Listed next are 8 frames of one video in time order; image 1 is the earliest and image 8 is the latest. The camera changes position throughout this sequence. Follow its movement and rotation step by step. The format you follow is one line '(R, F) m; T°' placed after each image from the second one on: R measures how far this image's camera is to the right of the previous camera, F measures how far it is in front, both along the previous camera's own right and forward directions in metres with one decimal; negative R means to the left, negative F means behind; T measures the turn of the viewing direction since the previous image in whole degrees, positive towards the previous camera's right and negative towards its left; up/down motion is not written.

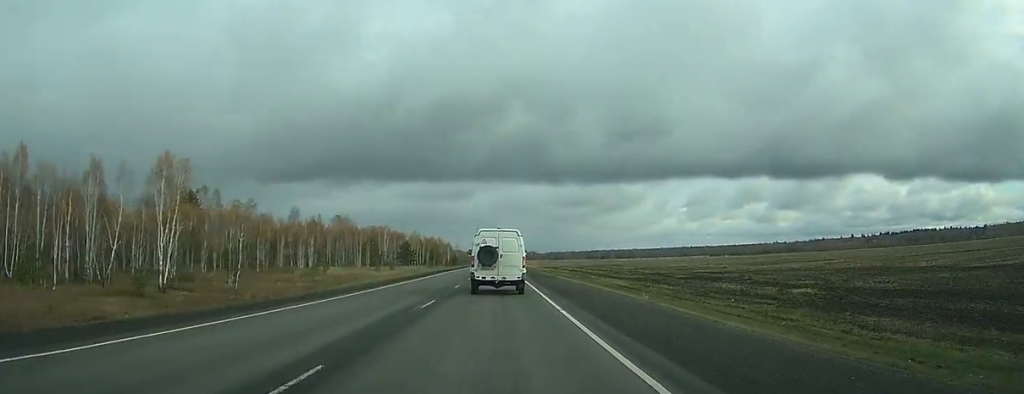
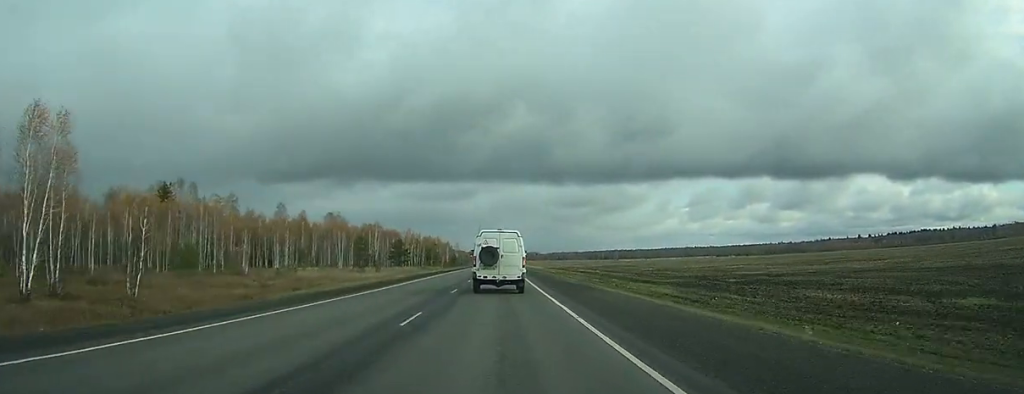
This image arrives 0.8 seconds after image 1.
(0.0, +17.1) m; 0°
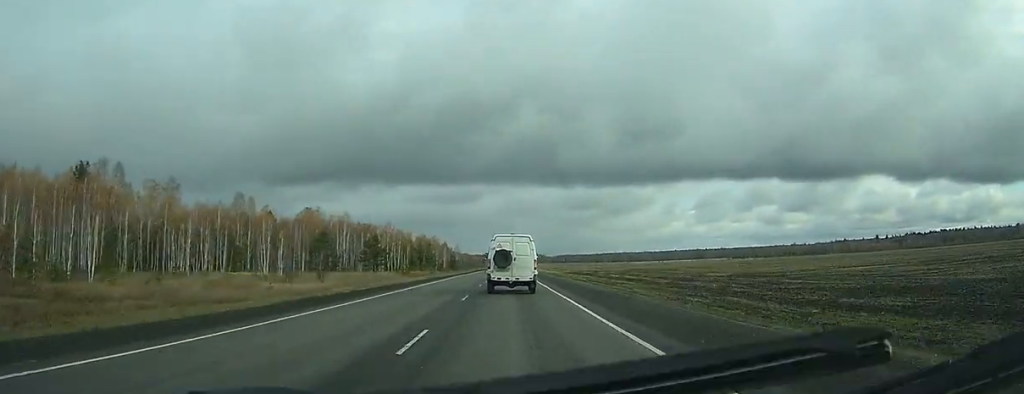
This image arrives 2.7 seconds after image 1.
(-0.3, +39.6) m; 0°
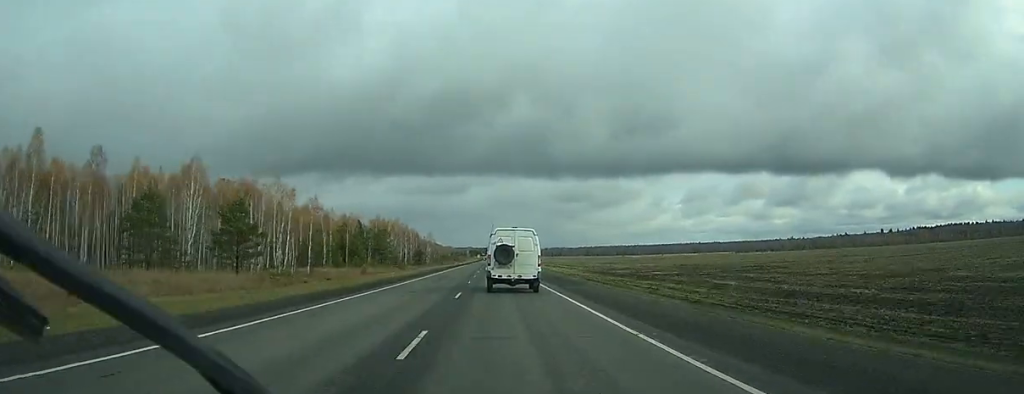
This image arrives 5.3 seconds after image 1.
(+0.7, +56.4) m; +2°
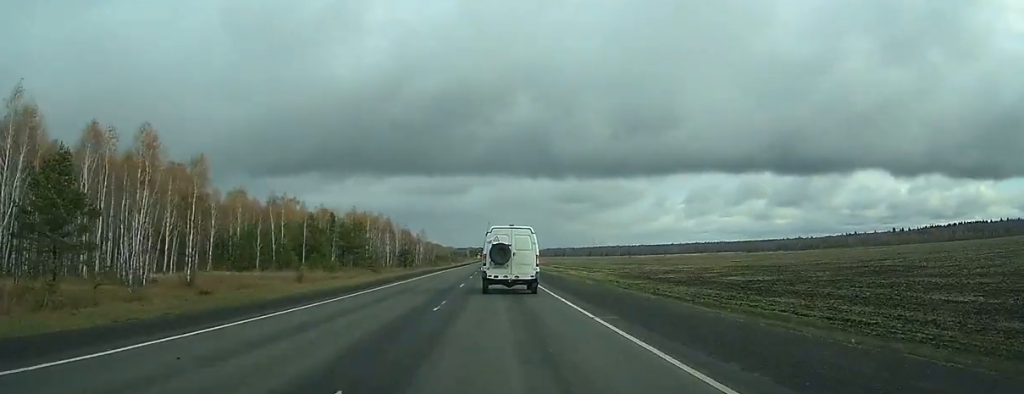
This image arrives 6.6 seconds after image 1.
(+0.2, +27.3) m; +1°
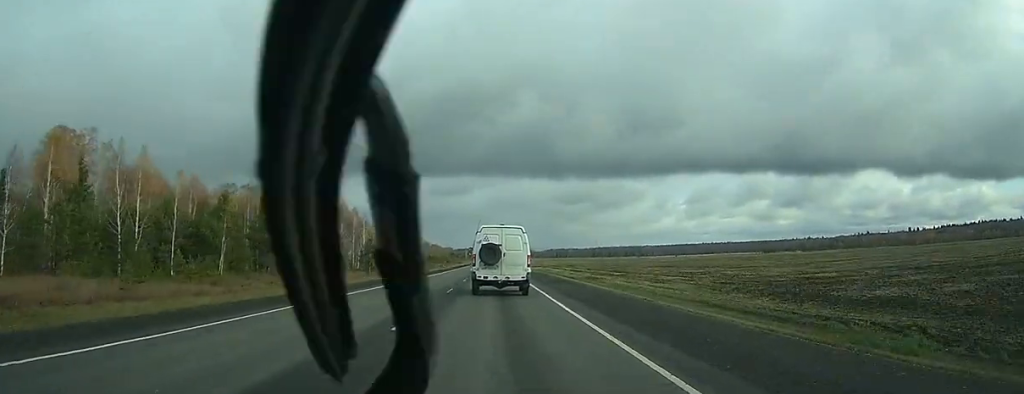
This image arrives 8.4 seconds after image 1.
(+0.1, +41.9) m; 0°
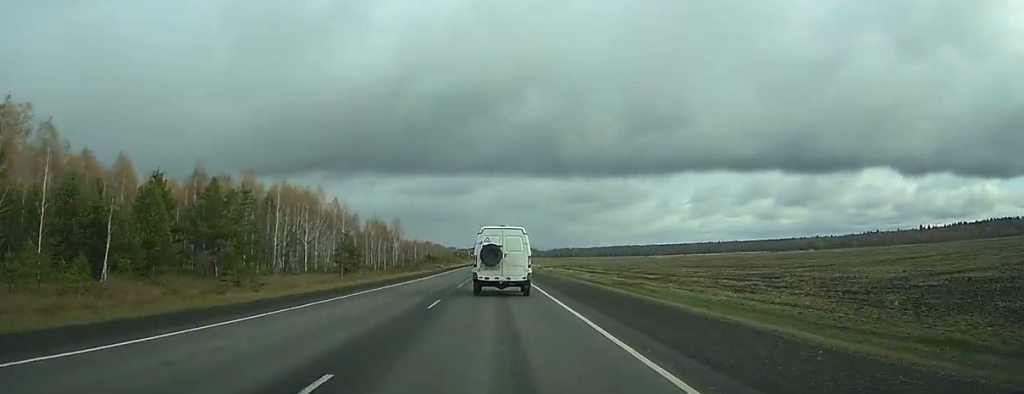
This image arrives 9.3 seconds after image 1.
(0.0, +19.9) m; 0°
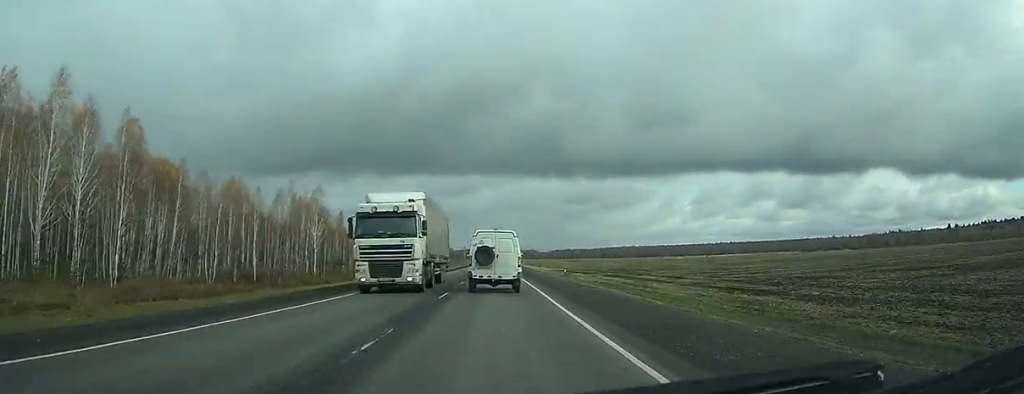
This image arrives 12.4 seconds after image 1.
(-0.4, +69.8) m; -1°
